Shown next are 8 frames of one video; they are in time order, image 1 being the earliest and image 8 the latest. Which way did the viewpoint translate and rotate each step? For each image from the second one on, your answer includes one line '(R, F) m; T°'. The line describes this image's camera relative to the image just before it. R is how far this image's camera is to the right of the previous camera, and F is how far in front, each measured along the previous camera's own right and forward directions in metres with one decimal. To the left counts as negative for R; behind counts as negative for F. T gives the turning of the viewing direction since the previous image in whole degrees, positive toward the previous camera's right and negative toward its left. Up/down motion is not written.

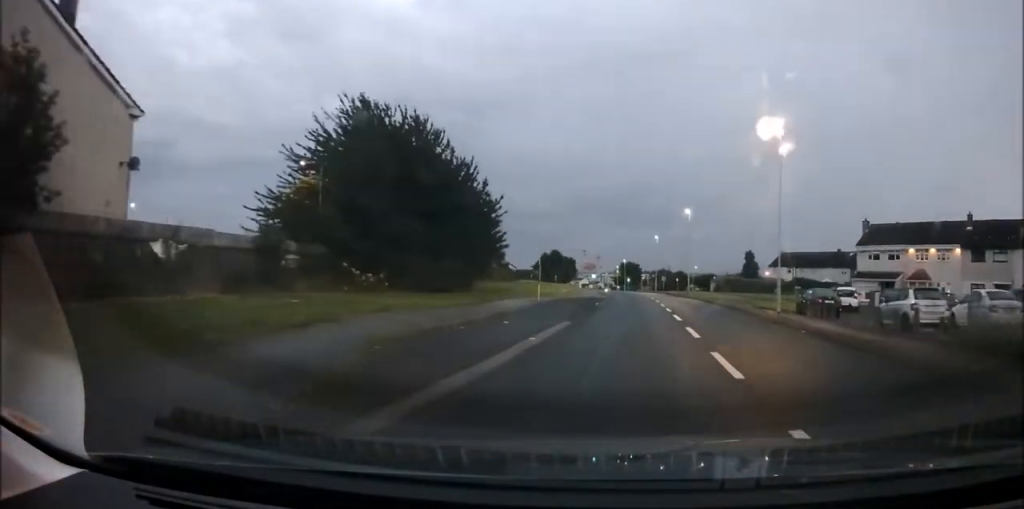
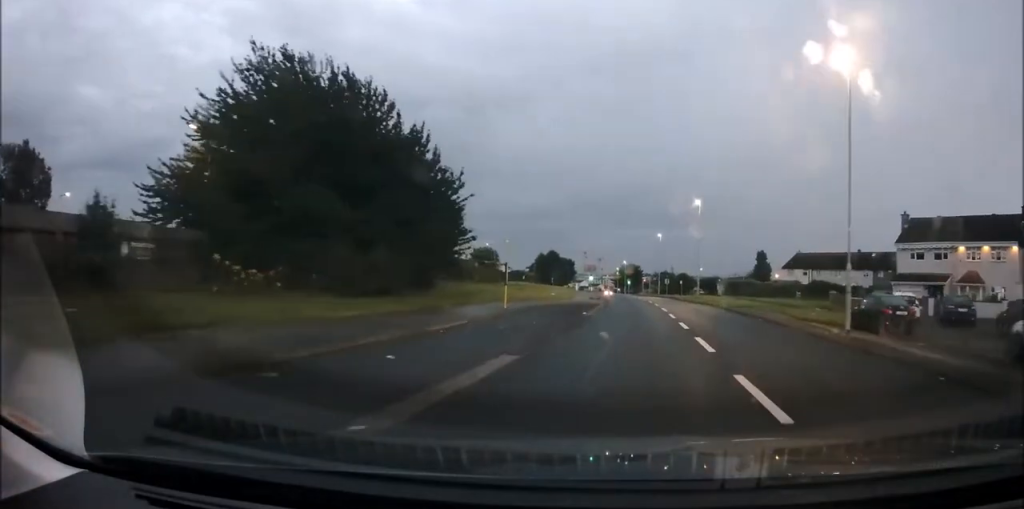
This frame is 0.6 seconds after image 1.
(-0.1, +8.4) m; -1°
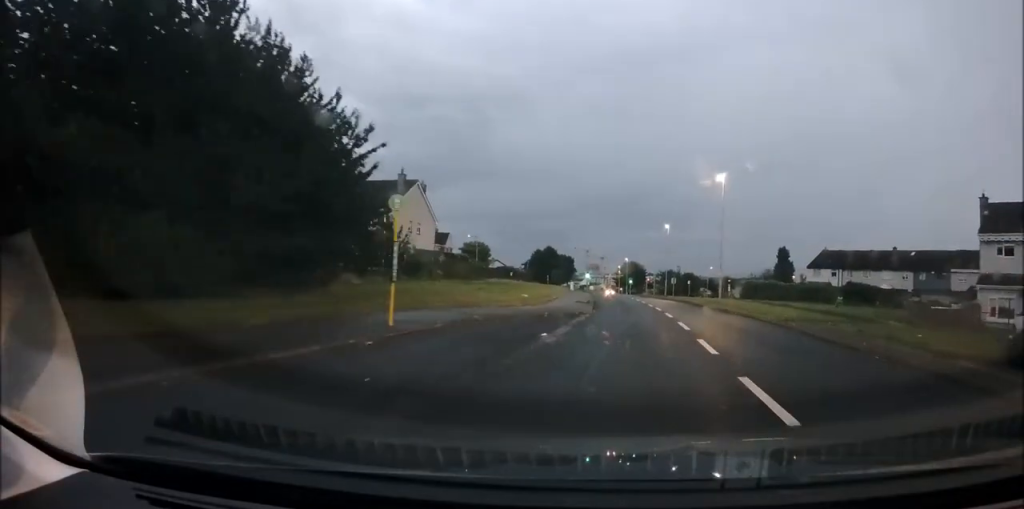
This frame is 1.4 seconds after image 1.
(-0.1, +11.6) m; 0°
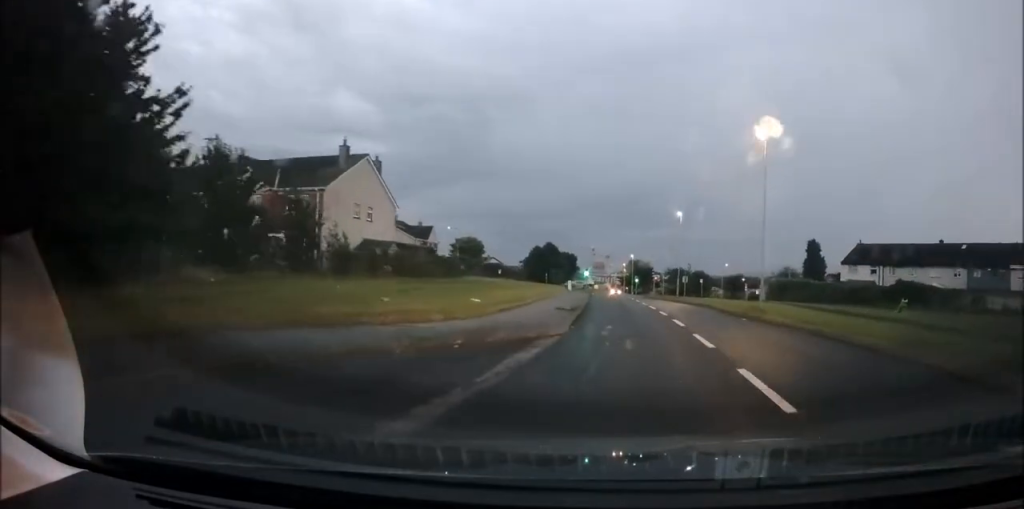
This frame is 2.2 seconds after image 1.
(0.0, +11.2) m; -1°
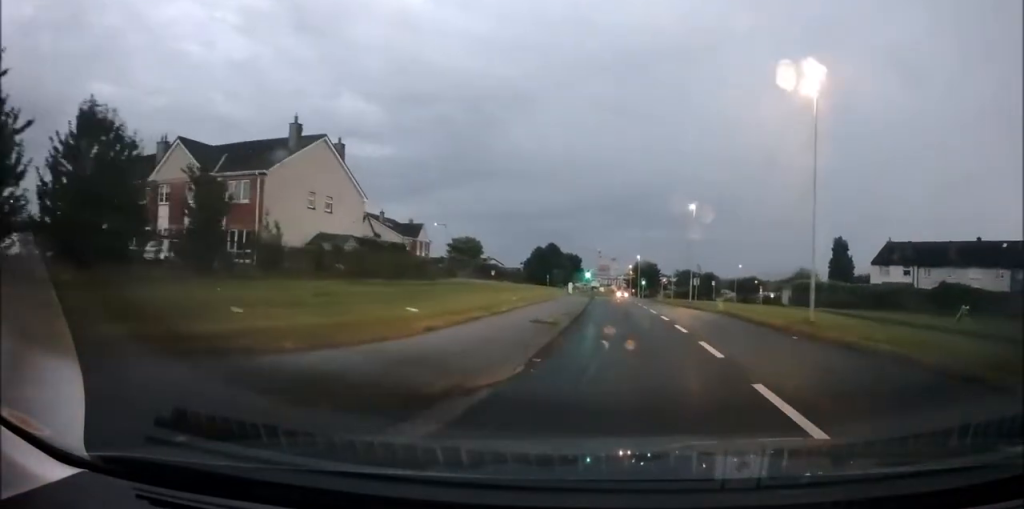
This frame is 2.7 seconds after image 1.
(+0.1, +7.0) m; -1°
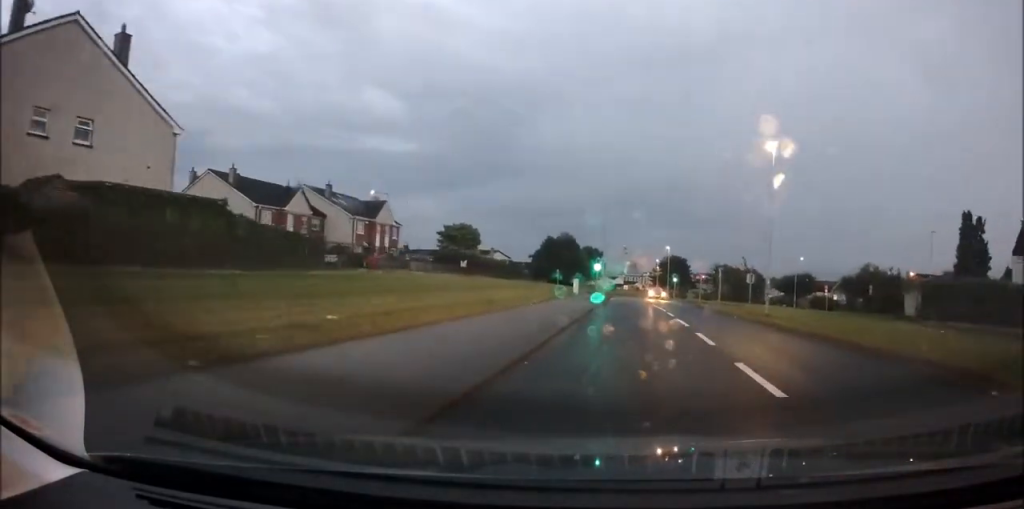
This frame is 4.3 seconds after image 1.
(-0.7, +21.4) m; -2°
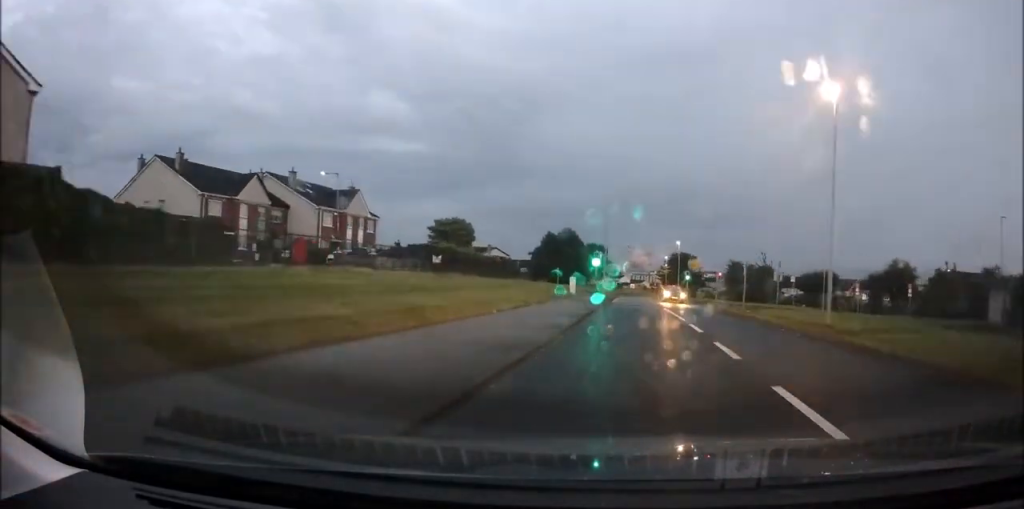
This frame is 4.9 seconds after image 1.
(-0.1, +8.4) m; 0°
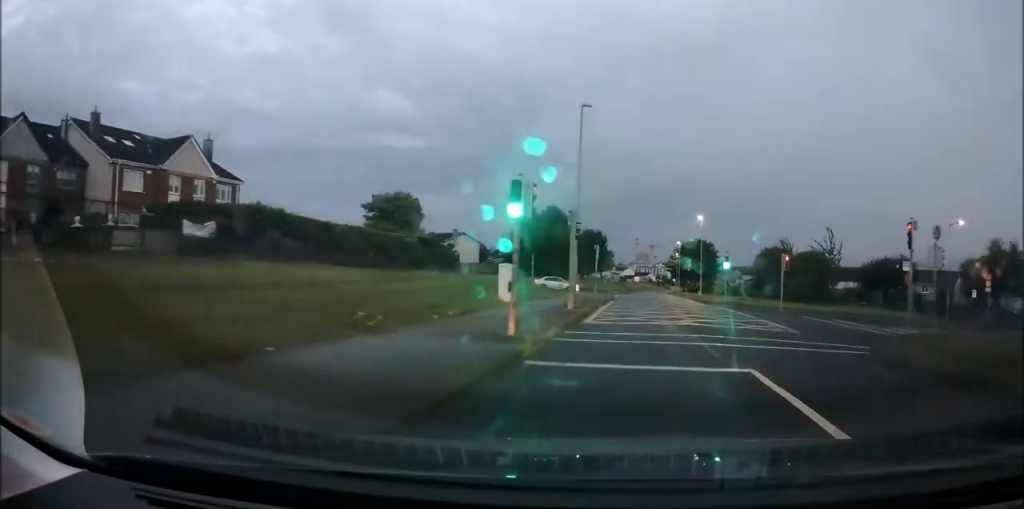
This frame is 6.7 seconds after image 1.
(0.0, +25.2) m; -1°
